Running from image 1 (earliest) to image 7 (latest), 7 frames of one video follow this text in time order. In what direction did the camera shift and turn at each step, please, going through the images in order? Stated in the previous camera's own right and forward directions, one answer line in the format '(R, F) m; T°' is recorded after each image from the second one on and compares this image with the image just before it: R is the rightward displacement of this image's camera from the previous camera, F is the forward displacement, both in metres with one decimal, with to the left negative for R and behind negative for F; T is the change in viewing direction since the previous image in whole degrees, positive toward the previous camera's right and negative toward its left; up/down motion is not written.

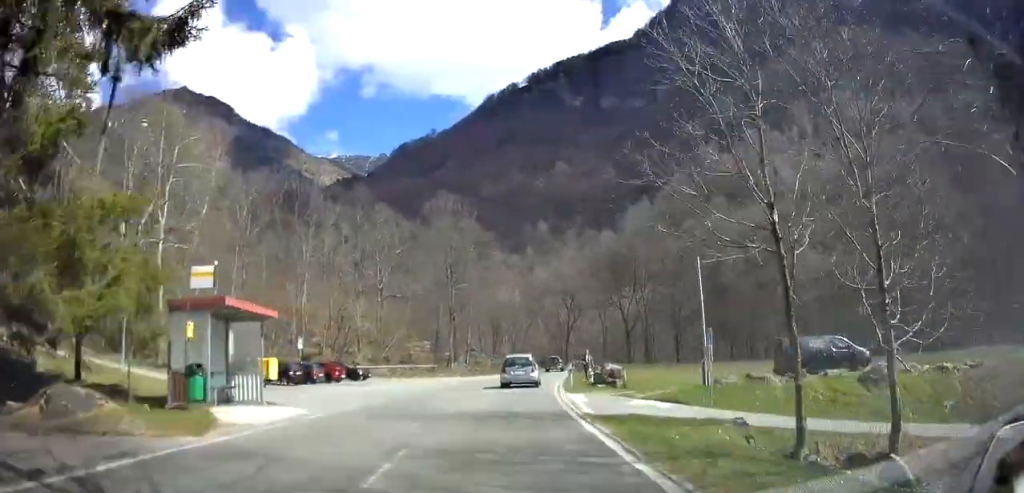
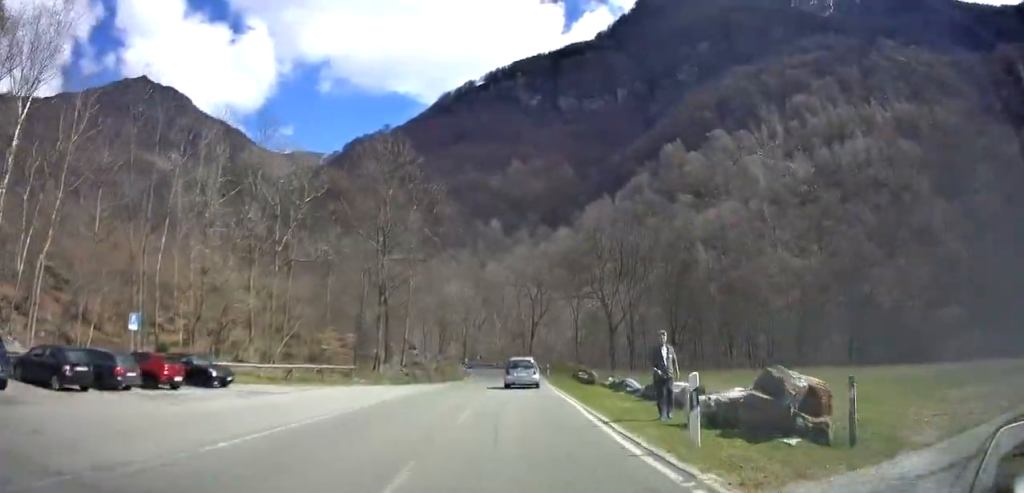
(+0.9, +19.0) m; +7°
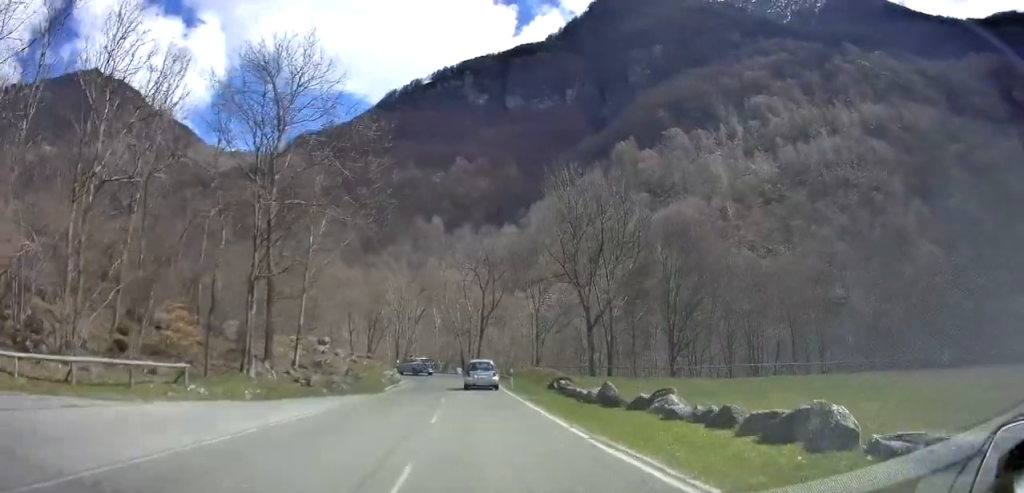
(+1.7, +16.5) m; +7°
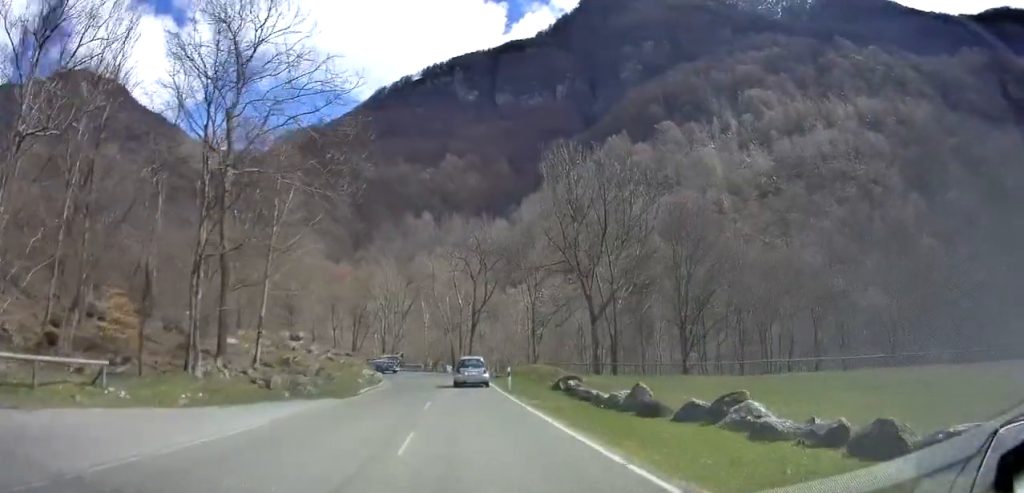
(-0.2, +5.2) m; -1°
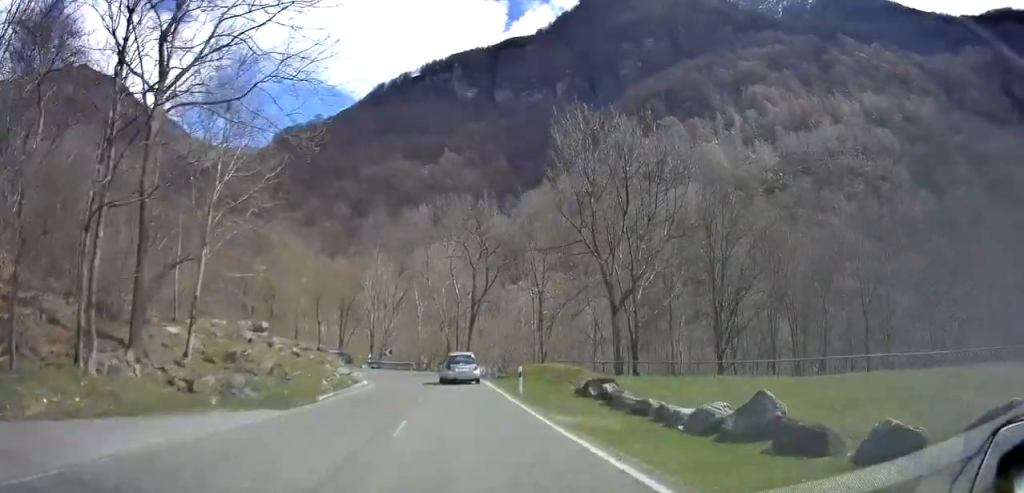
(-0.2, +6.7) m; -2°
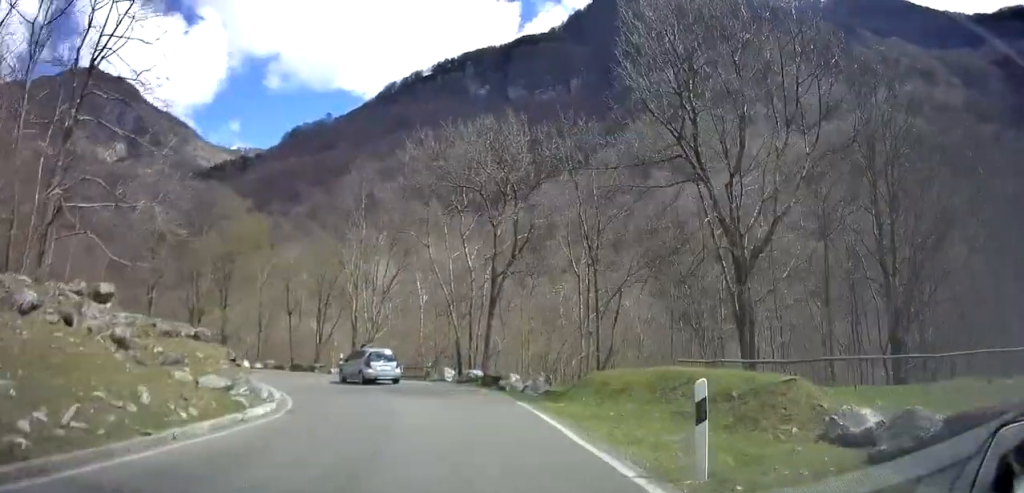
(+0.4, +17.3) m; +1°
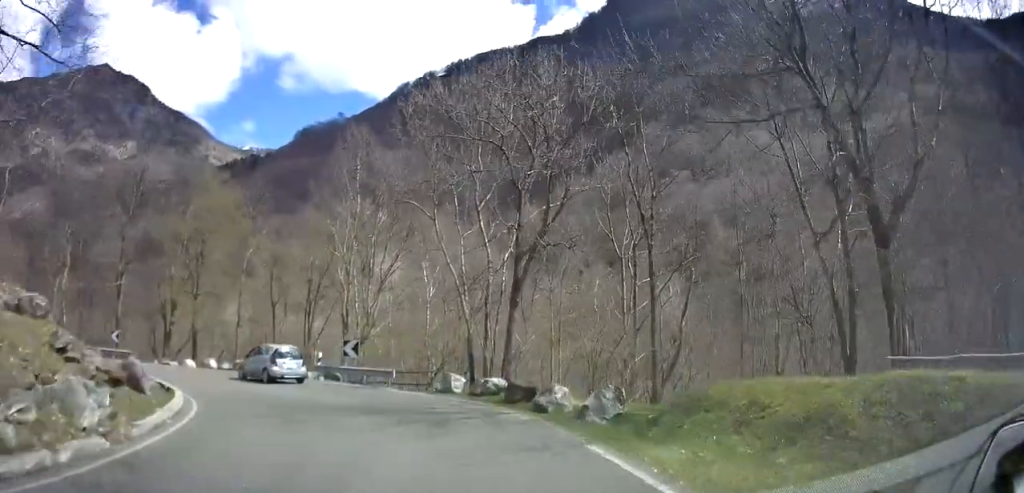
(0.0, +8.1) m; -3°
